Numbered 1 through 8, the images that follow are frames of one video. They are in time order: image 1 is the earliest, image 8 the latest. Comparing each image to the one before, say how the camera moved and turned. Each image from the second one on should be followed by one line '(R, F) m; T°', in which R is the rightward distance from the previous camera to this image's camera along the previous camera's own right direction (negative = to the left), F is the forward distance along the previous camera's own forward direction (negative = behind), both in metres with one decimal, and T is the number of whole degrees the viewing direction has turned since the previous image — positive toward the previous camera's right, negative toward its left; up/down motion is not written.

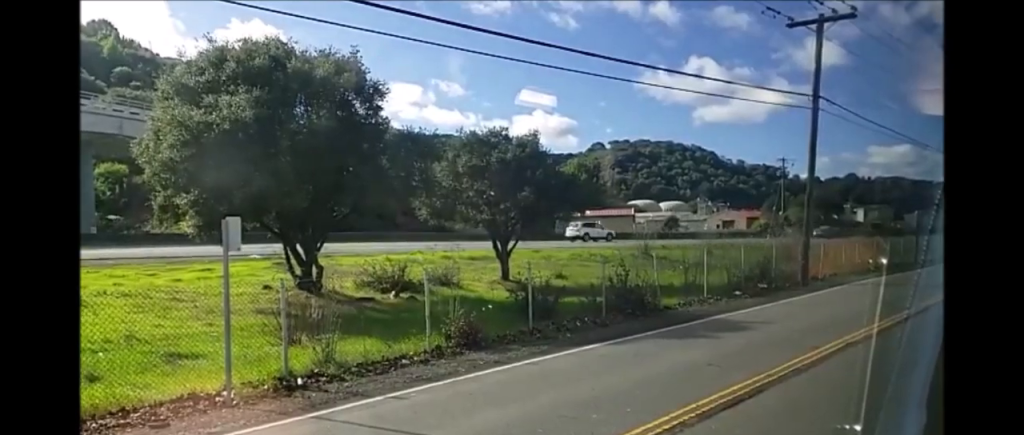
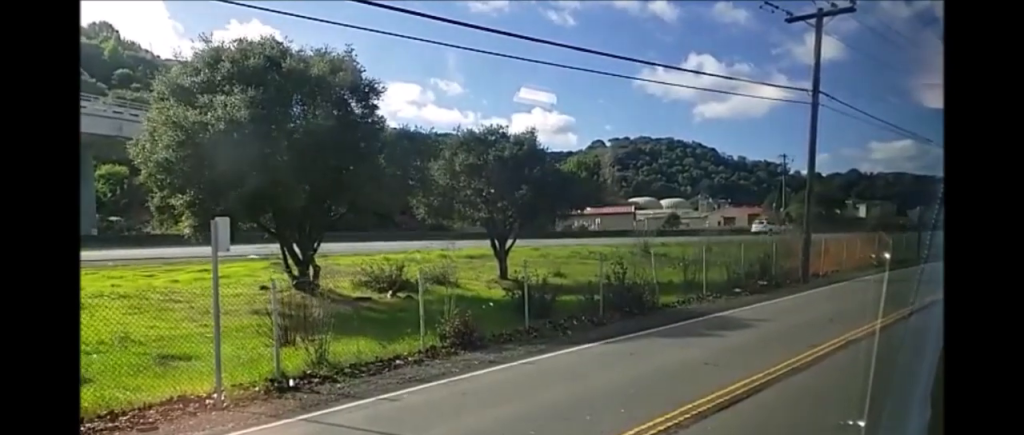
(0.0, 0.0) m; 0°
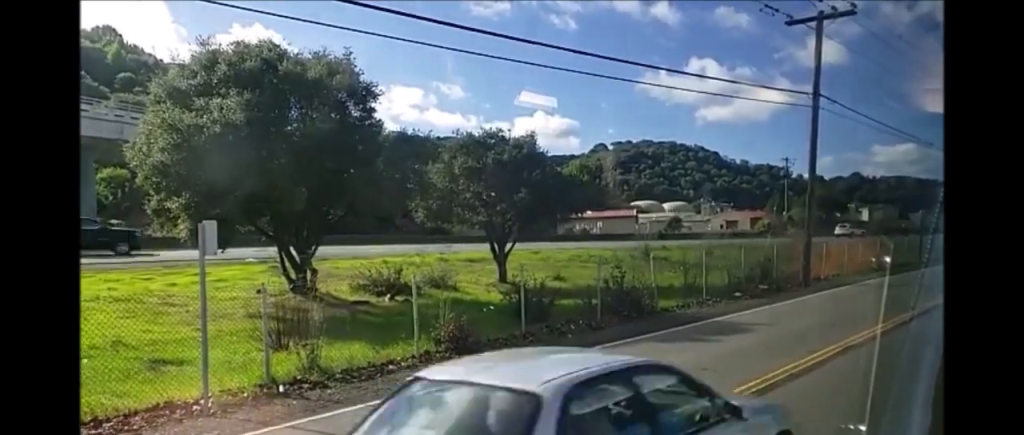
(0.0, 0.0) m; 0°
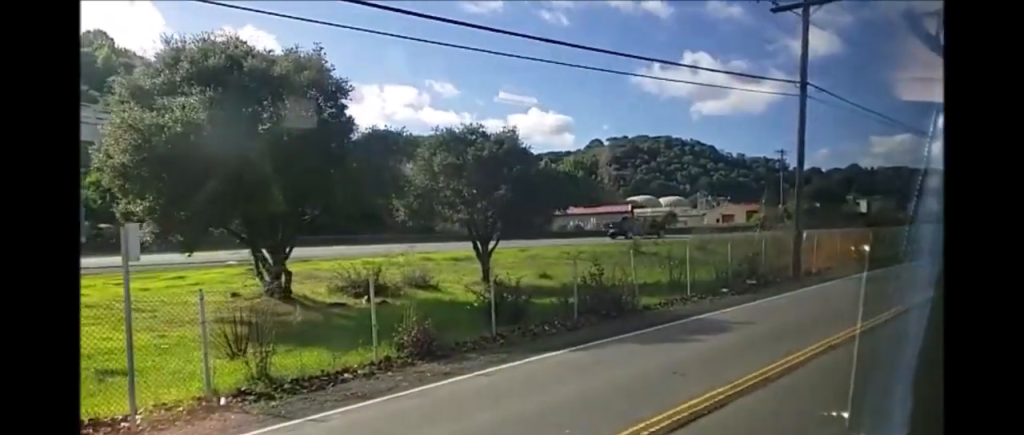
(-0.2, +0.3) m; 0°
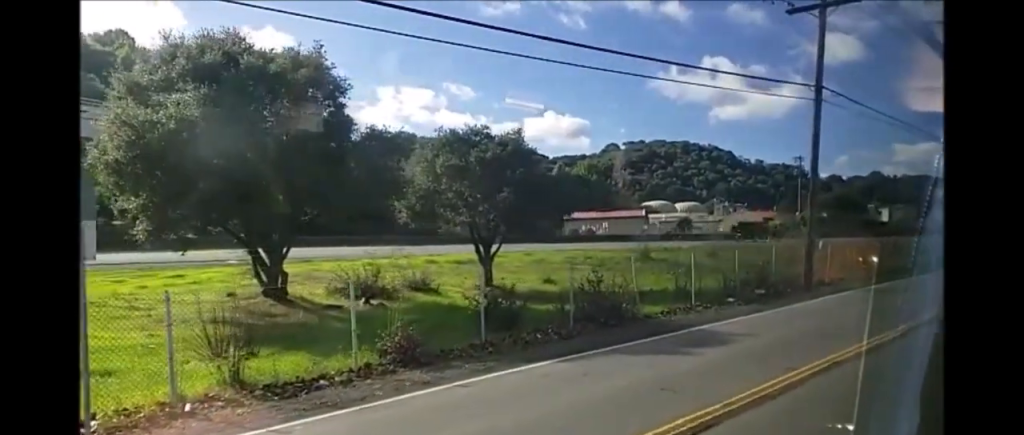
(0.0, +0.2) m; 0°
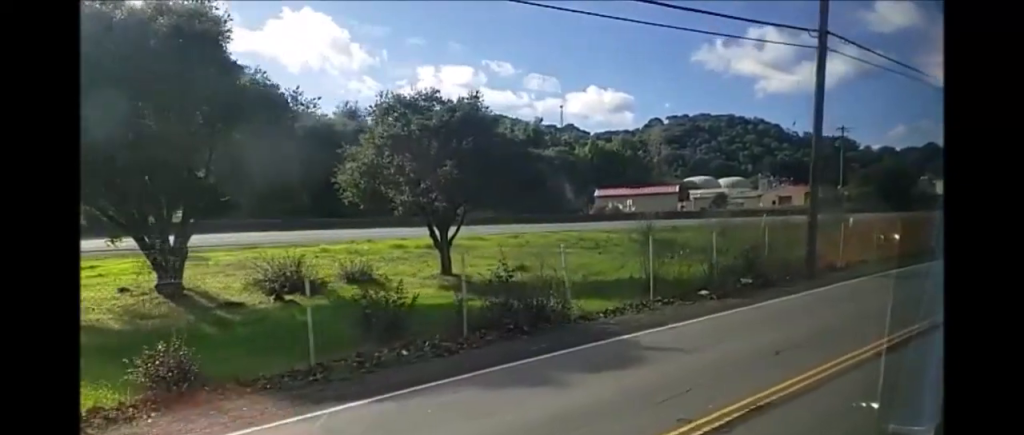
(0.0, +2.9) m; 0°
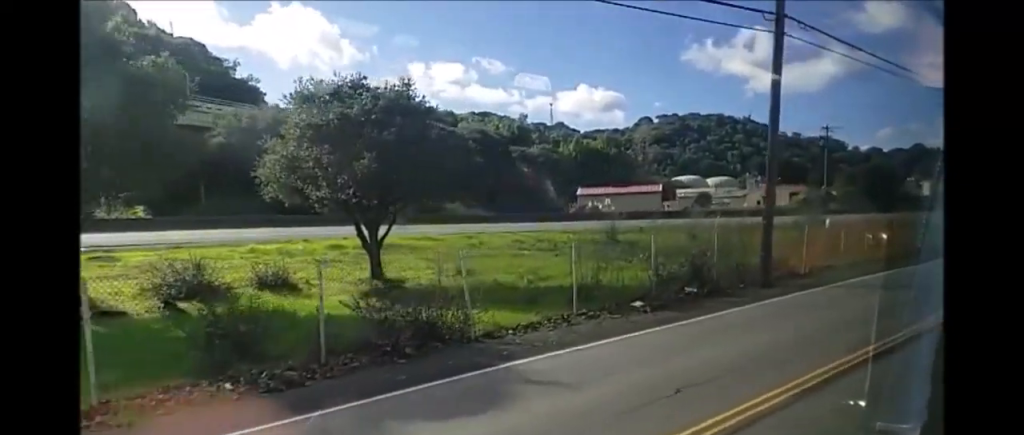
(0.0, +2.3) m; 0°
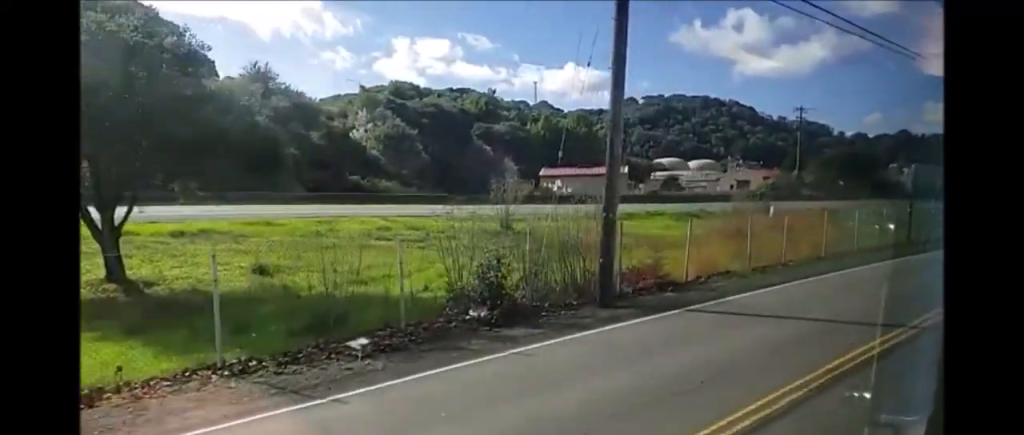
(0.0, +6.1) m; 0°
